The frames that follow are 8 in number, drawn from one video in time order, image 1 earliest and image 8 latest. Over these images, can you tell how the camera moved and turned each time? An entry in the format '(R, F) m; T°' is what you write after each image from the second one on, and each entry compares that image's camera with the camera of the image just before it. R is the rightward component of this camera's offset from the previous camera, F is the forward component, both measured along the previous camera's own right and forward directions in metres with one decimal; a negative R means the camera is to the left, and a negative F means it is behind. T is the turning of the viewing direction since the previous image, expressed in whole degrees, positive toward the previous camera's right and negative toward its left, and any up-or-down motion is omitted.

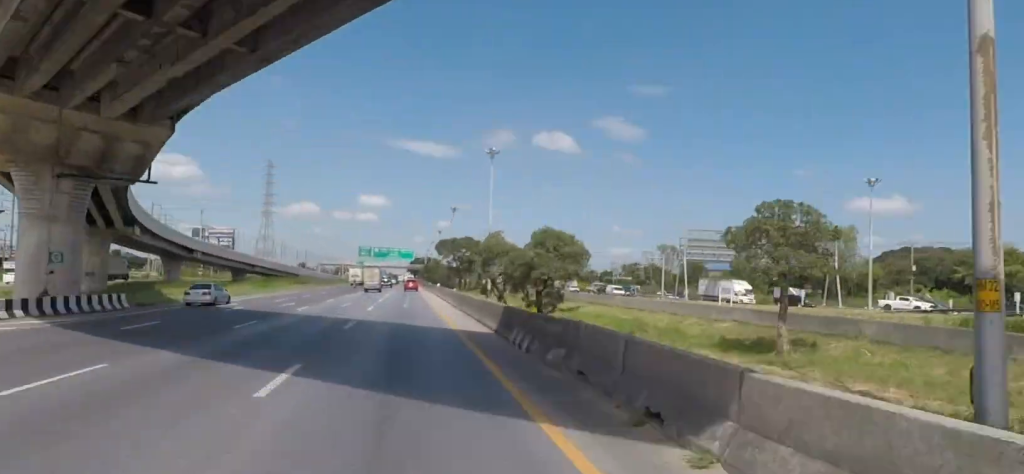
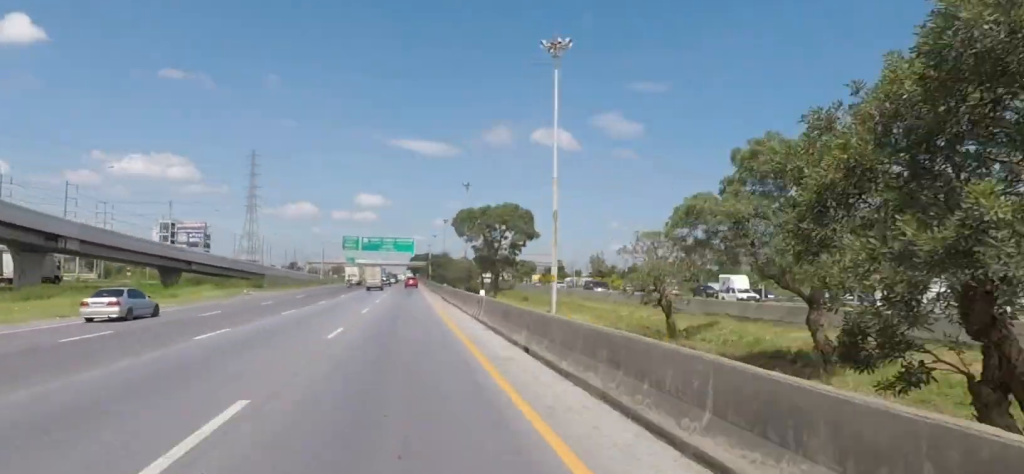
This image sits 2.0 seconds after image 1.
(+0.2, +43.4) m; 0°
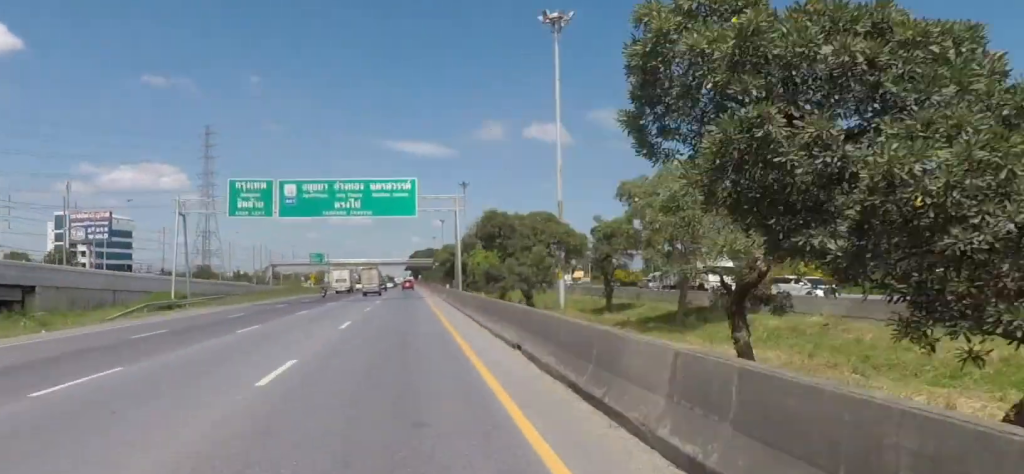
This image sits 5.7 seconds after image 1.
(-0.2, +82.9) m; 0°
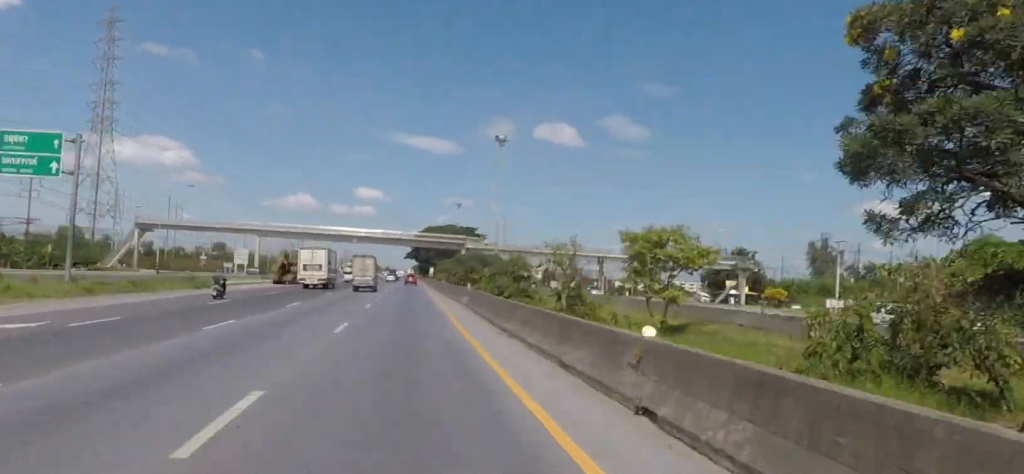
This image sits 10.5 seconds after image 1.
(+0.7, +114.7) m; 0°
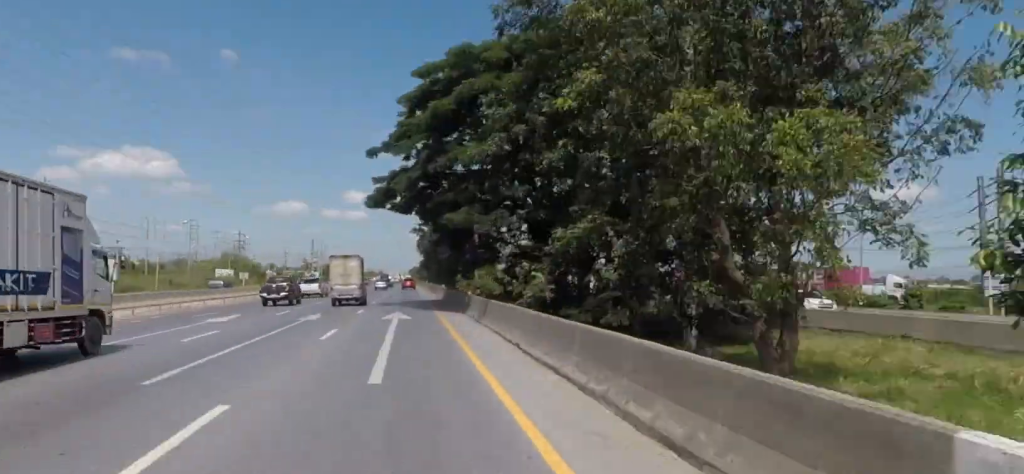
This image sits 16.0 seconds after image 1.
(-0.7, +135.8) m; 0°
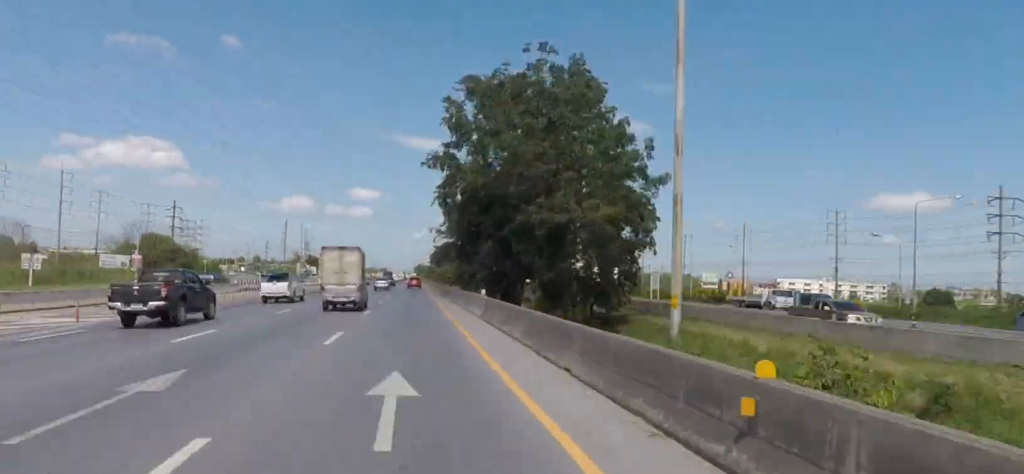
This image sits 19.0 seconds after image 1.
(+1.4, +75.0) m; 0°
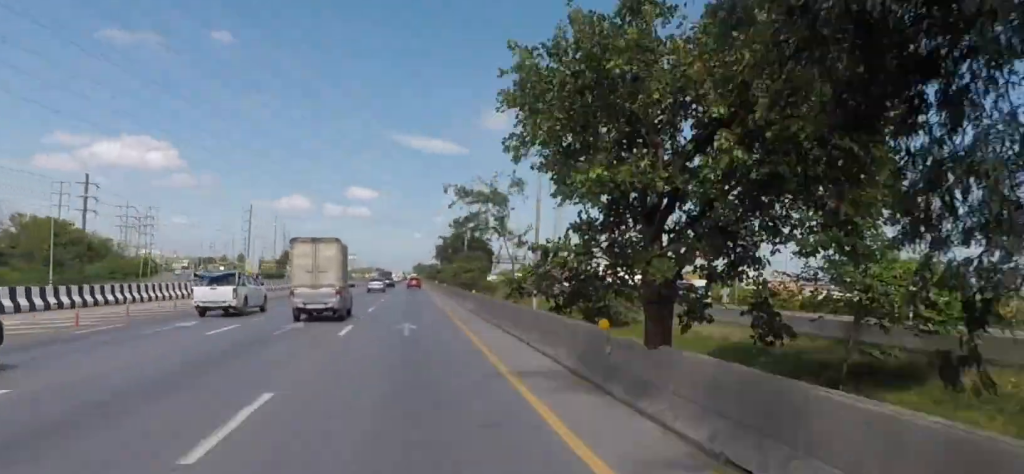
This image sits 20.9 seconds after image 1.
(-0.5, +45.4) m; 0°
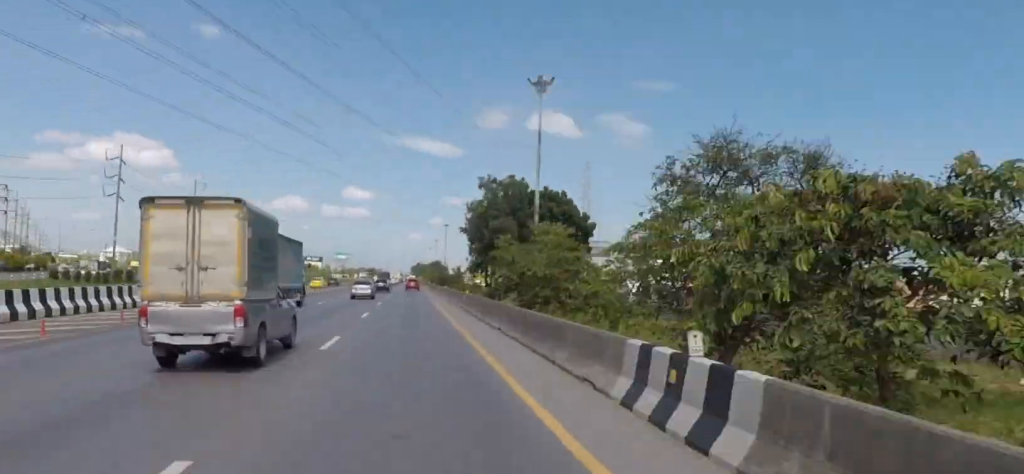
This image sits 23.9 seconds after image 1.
(-0.6, +73.7) m; 0°
